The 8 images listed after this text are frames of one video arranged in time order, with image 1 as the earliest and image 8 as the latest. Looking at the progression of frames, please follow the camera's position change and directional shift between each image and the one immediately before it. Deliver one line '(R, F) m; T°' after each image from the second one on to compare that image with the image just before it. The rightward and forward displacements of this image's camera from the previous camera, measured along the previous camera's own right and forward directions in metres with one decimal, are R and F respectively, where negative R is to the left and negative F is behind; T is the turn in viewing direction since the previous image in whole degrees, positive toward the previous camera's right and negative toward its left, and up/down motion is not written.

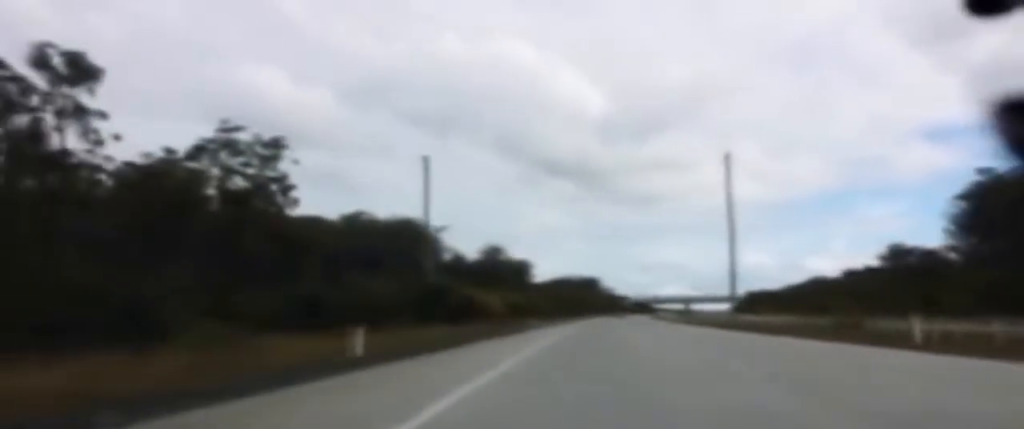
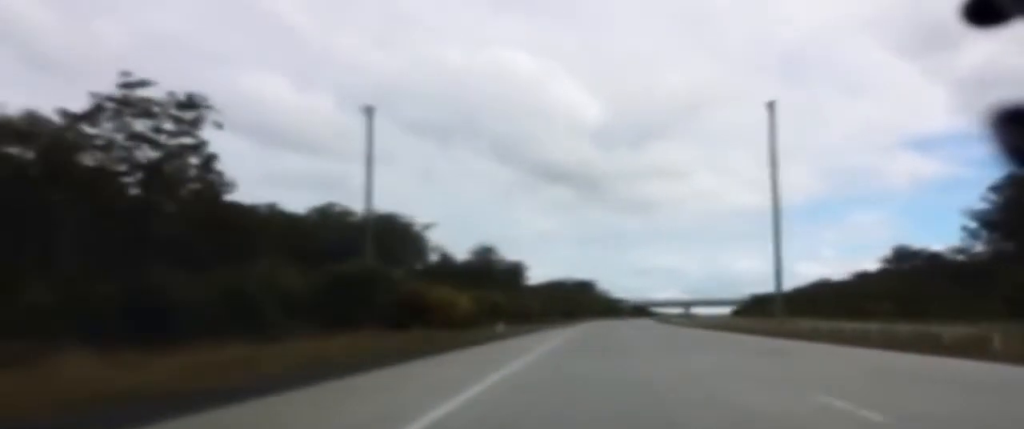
(+0.1, +29.7) m; +1°
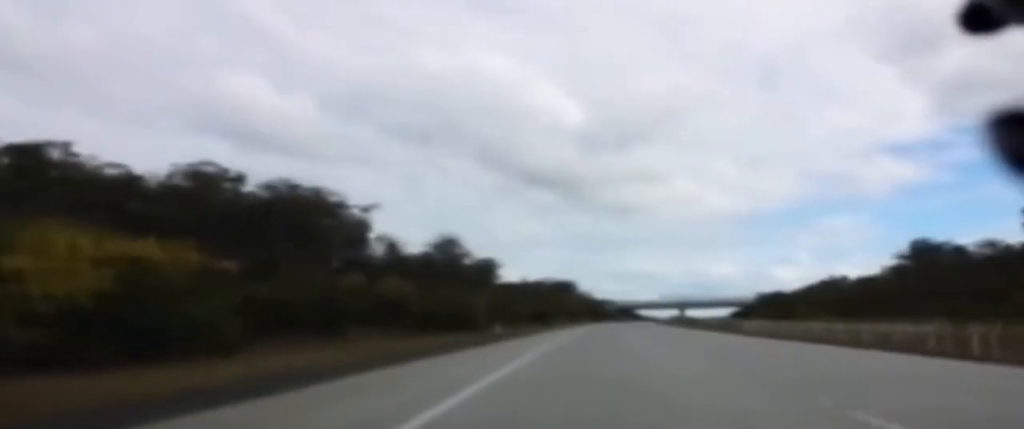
(+1.8, +61.9) m; +2°
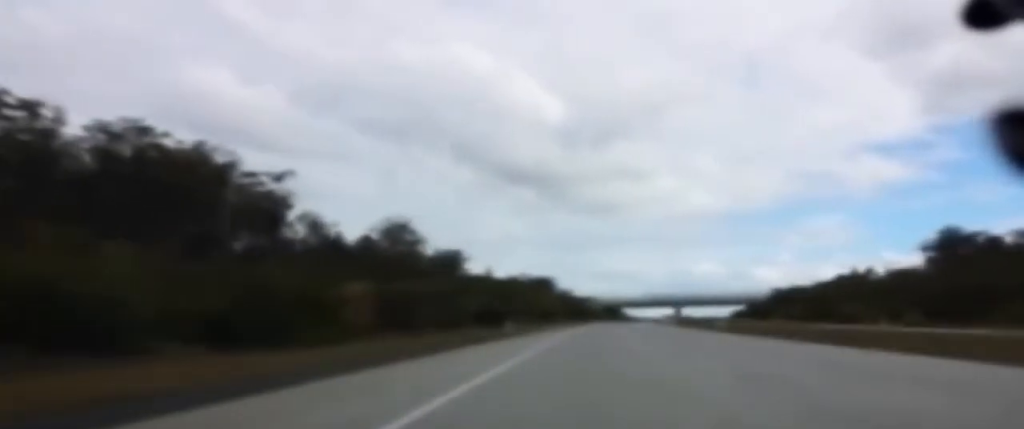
(-0.2, +50.2) m; 0°
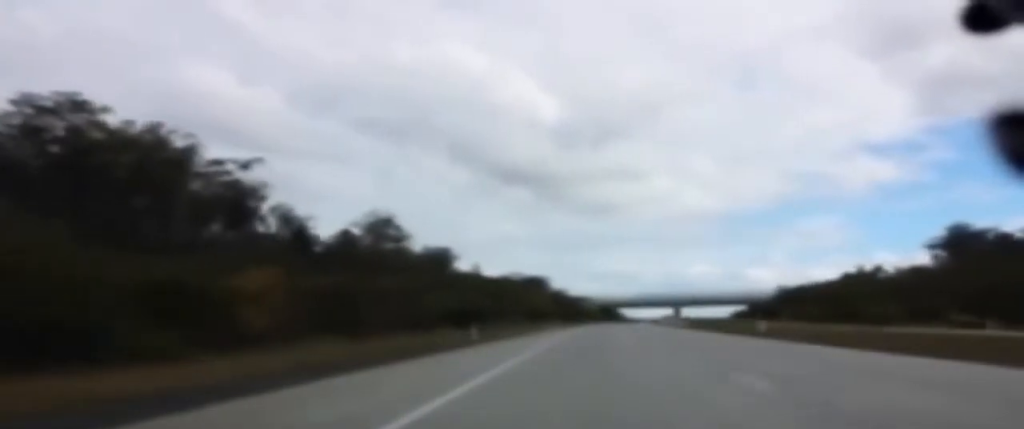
(0.0, +16.0) m; 0°
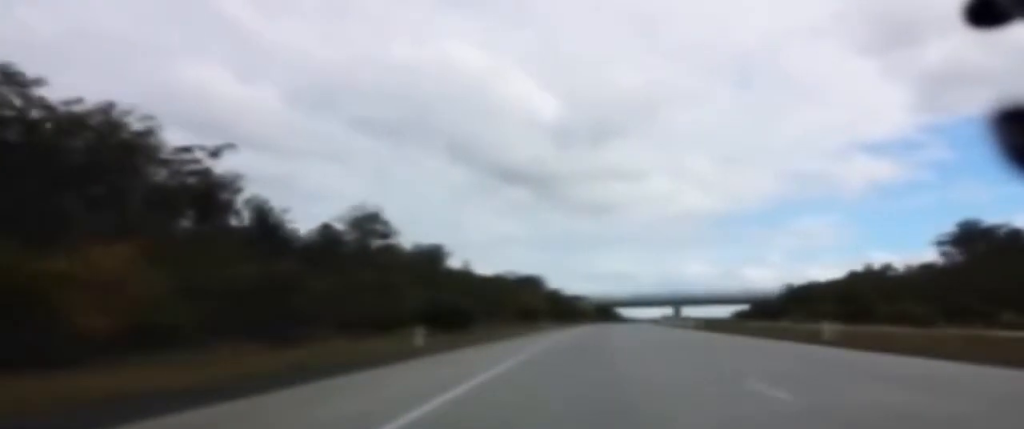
(0.0, +13.0) m; 0°
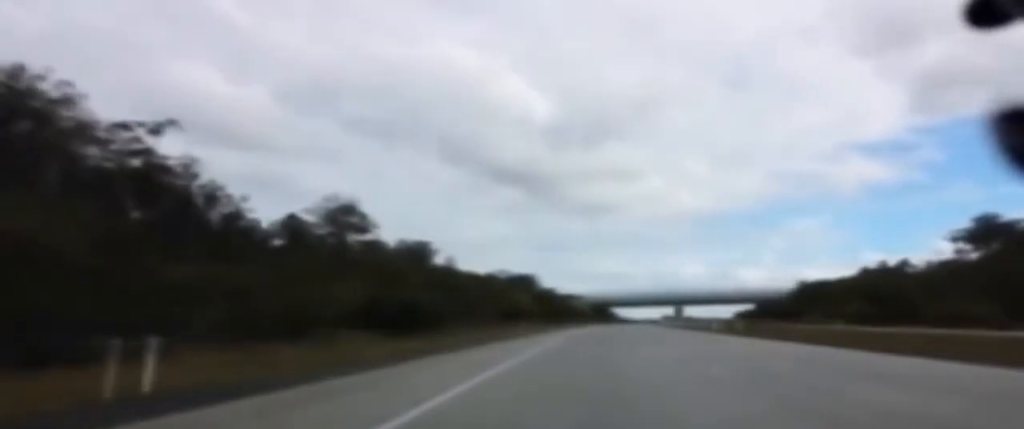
(0.0, +19.1) m; +1°
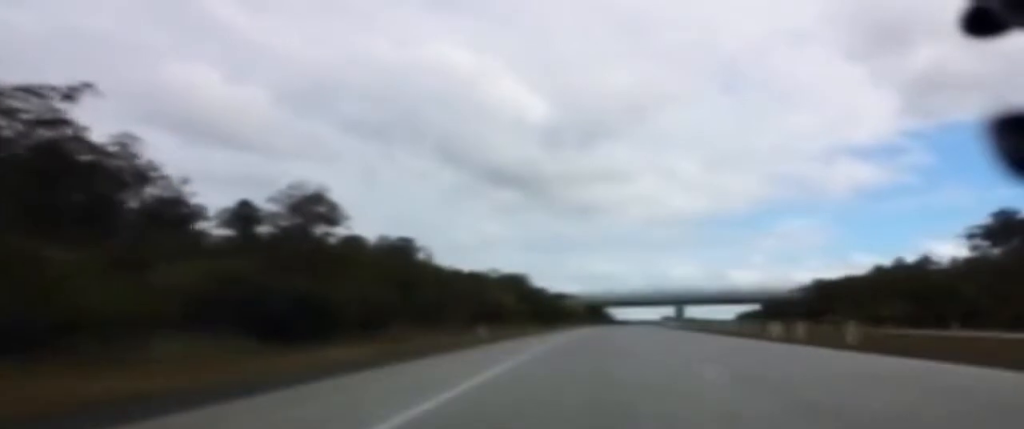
(+0.2, +24.2) m; +1°
